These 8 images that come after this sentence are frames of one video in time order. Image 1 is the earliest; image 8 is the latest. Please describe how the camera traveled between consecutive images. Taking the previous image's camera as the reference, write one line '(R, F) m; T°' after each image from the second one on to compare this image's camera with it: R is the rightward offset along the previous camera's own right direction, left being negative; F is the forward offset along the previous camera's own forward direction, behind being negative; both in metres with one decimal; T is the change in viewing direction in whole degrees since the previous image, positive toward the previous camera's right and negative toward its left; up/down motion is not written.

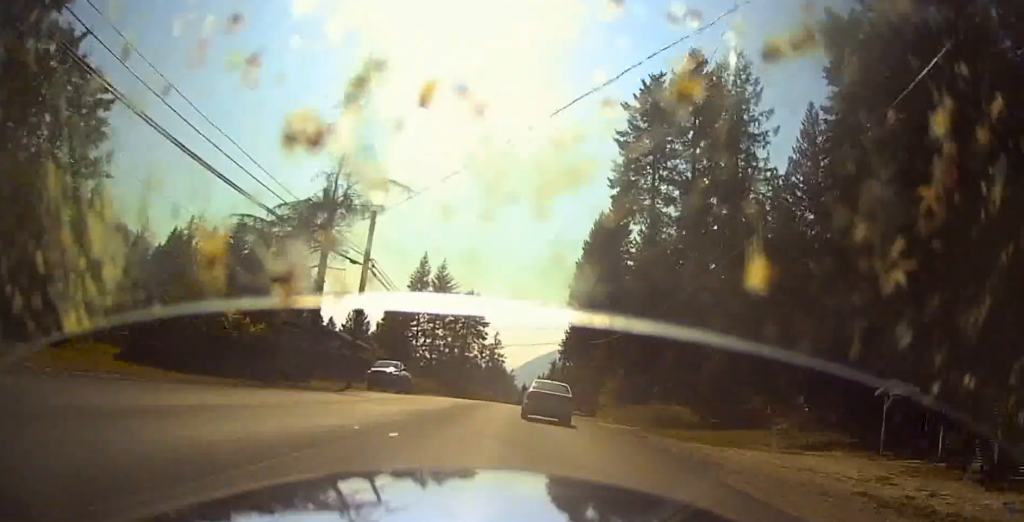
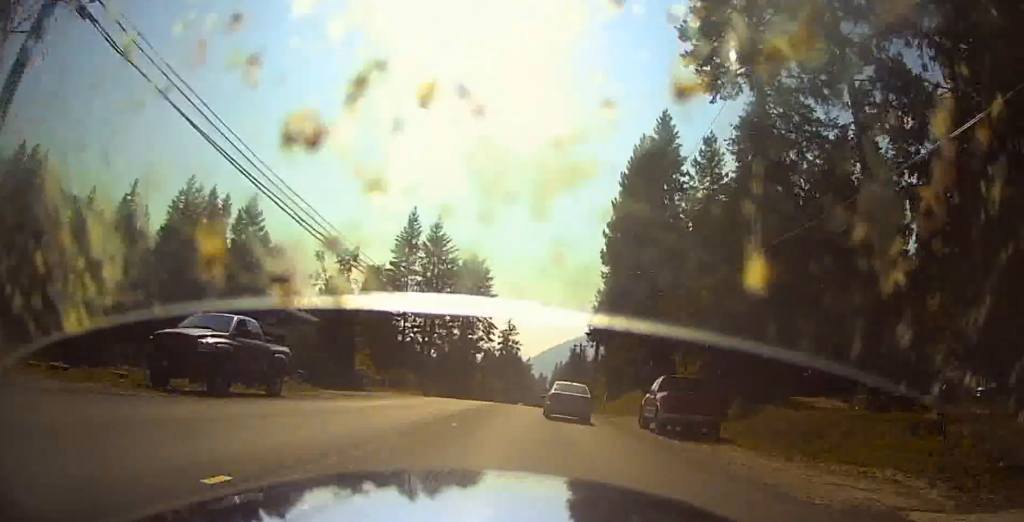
(+1.3, +29.4) m; +4°
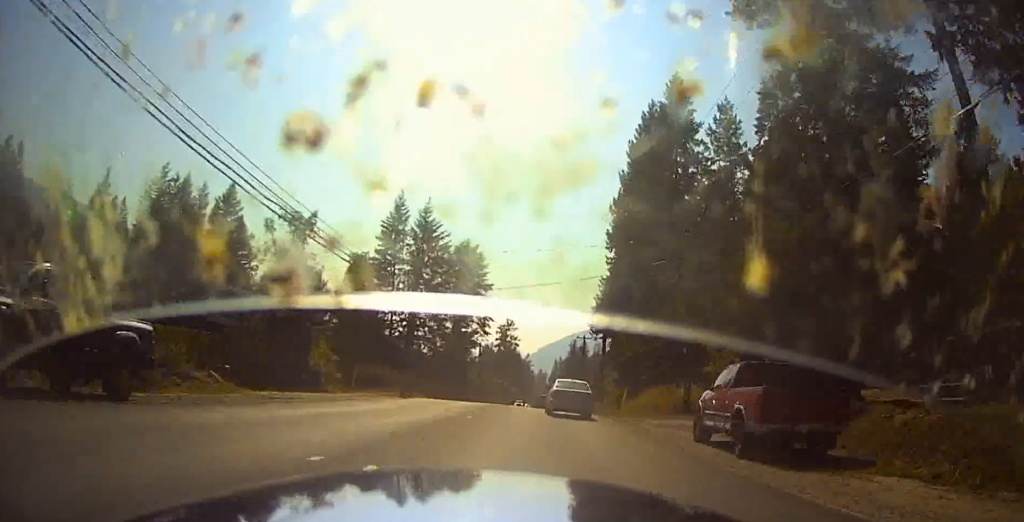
(0.0, +9.0) m; +1°
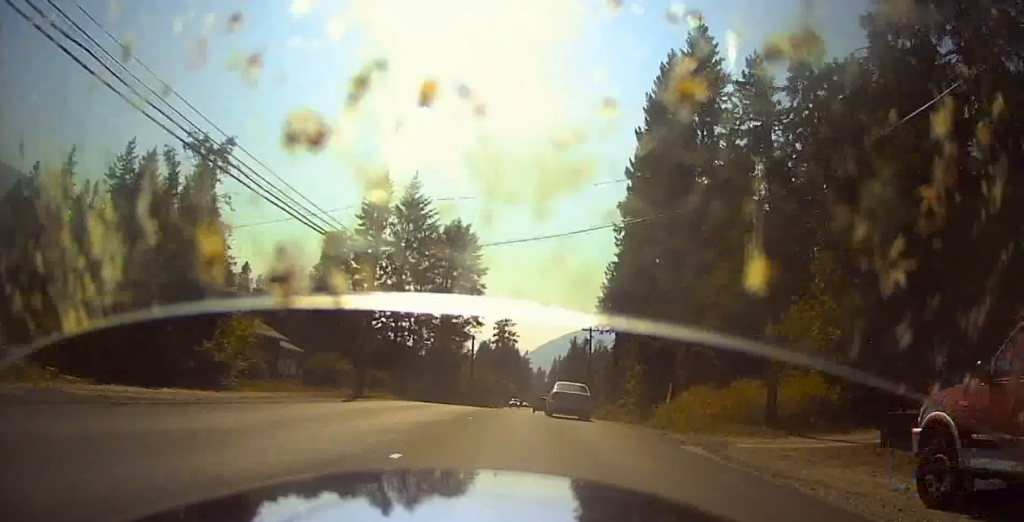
(+0.2, +12.7) m; 0°
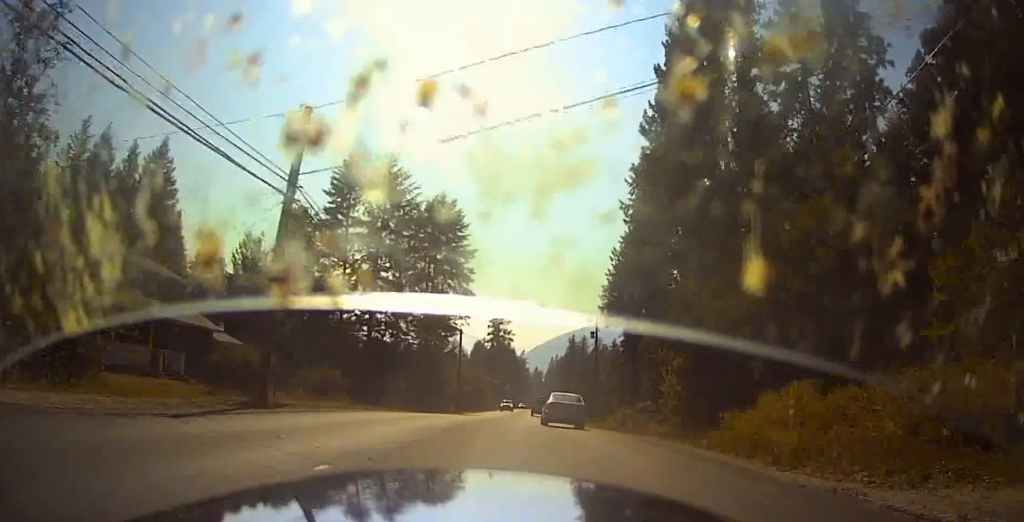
(0.0, +12.8) m; -1°
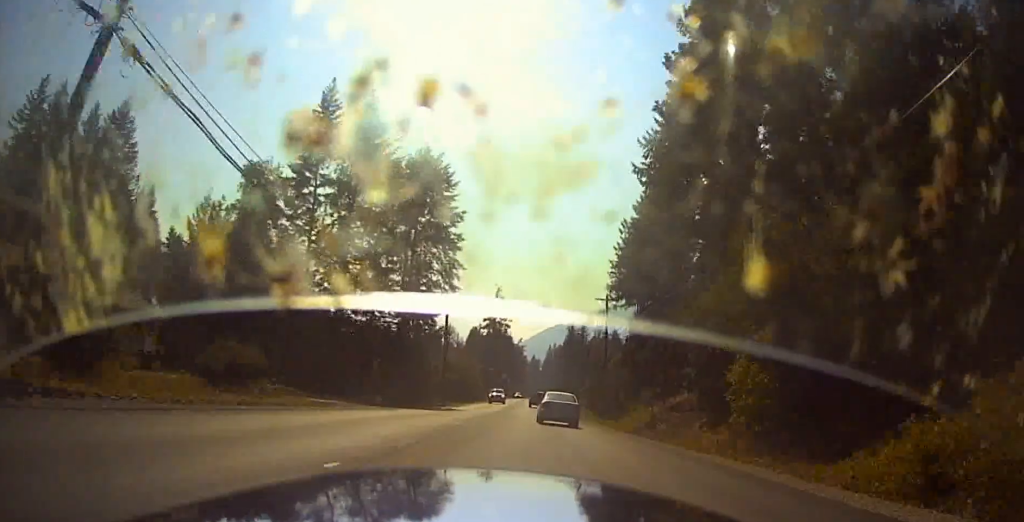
(-0.1, +11.7) m; -1°
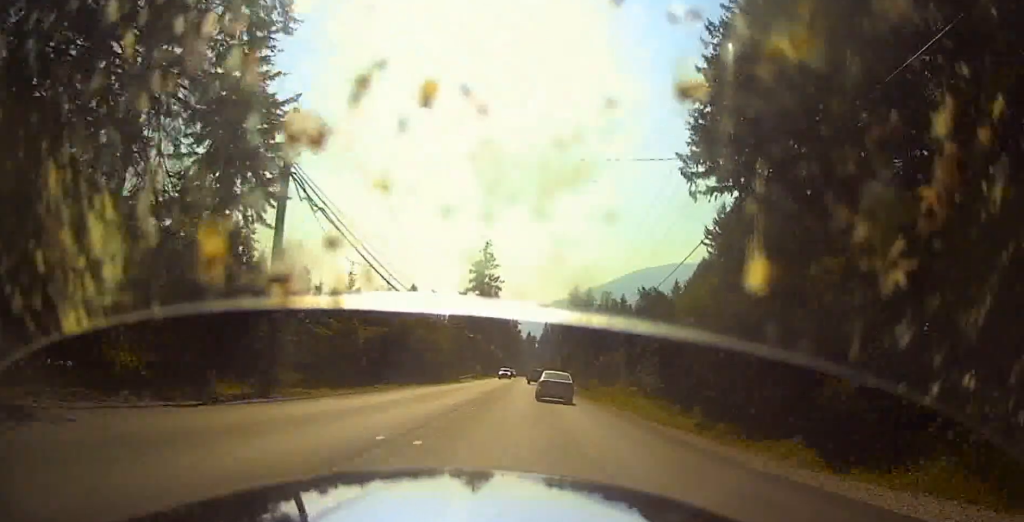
(-2.1, +42.8) m; -3°
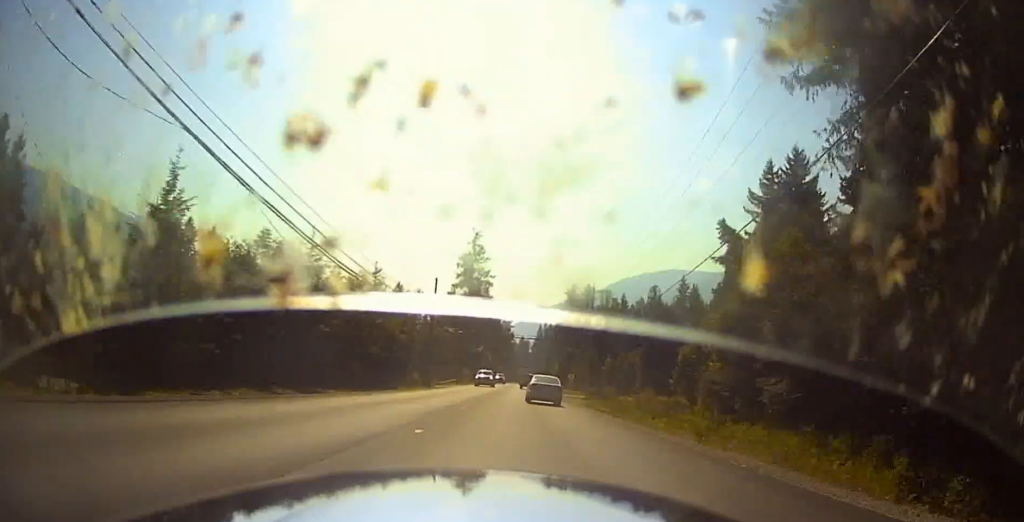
(+0.3, +17.9) m; +2°
